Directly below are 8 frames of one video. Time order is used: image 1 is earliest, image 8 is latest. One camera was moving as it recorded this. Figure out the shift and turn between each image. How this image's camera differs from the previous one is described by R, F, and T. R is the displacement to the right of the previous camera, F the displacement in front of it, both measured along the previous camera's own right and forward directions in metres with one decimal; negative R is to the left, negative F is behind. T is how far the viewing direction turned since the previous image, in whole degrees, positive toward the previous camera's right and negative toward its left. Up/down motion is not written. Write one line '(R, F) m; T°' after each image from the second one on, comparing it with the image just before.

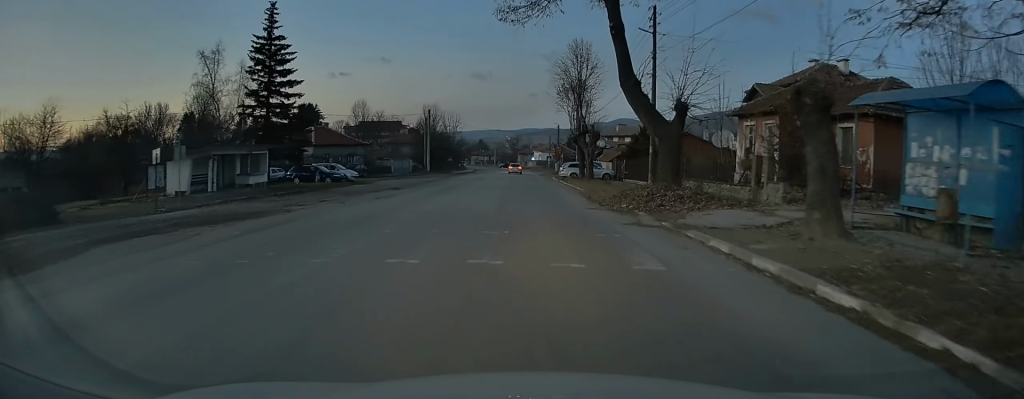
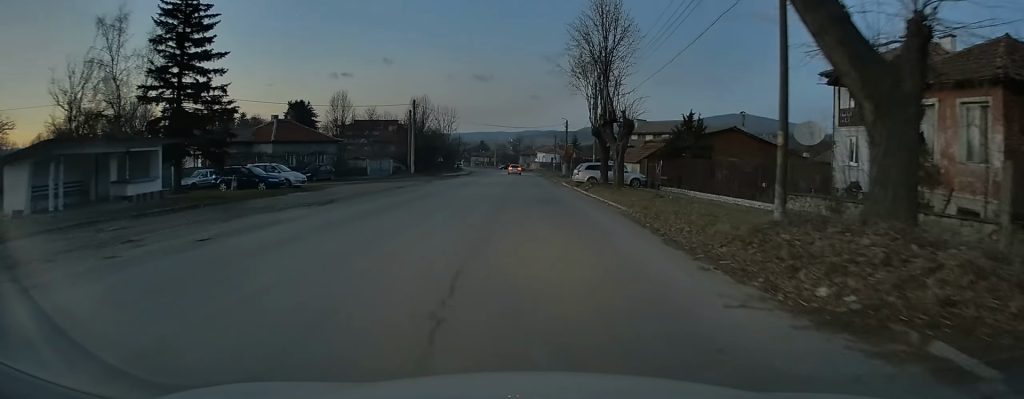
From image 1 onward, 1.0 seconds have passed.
(+0.1, +13.1) m; 0°
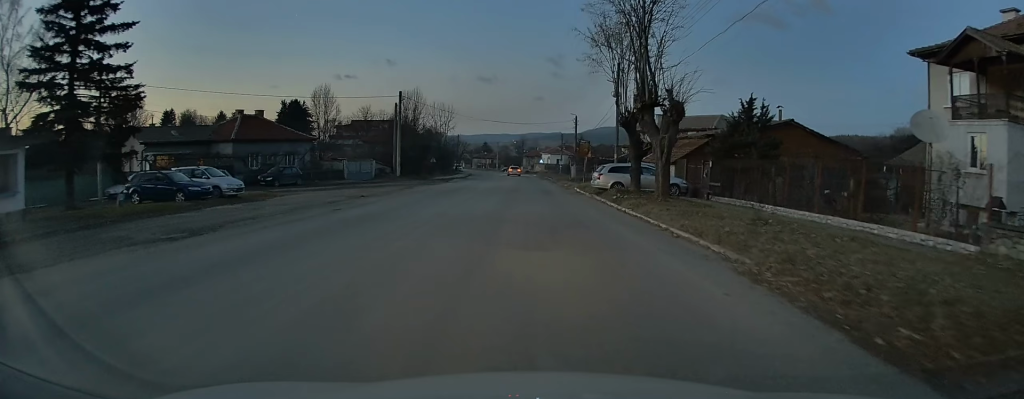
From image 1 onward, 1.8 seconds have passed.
(0.0, +9.7) m; 0°
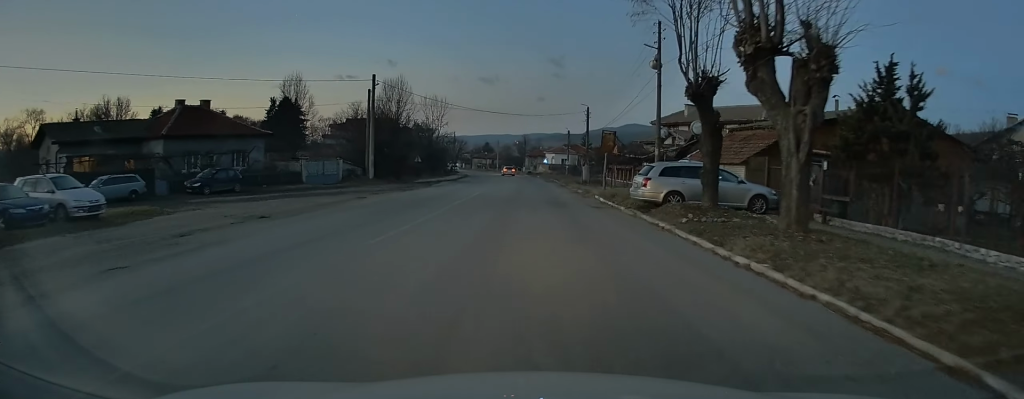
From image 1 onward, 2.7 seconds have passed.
(-0.1, +11.5) m; -1°
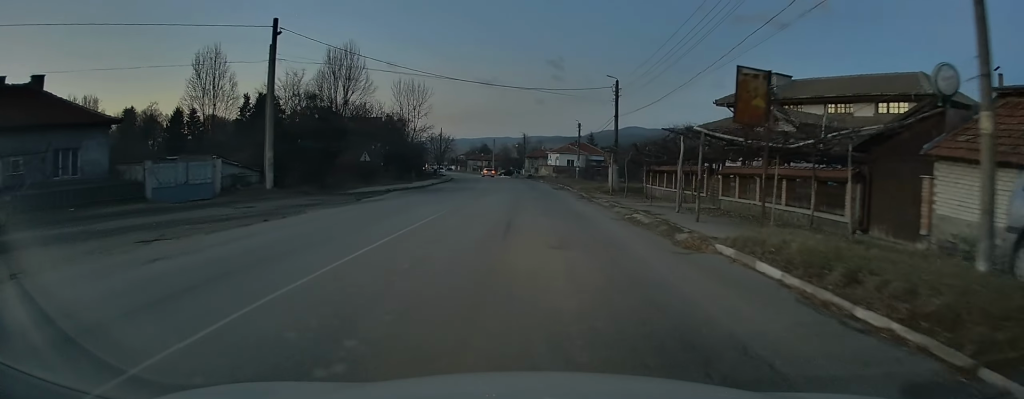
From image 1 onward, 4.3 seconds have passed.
(0.0, +20.2) m; 0°
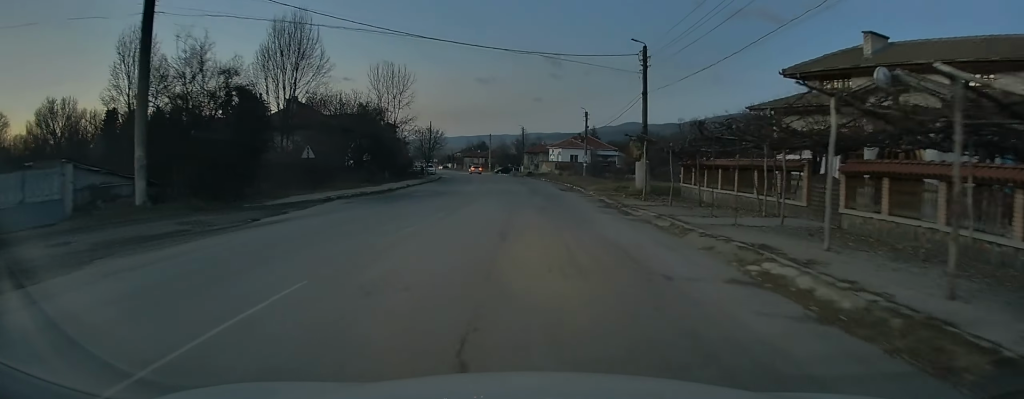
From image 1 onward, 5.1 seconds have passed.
(+0.1, +10.8) m; +1°
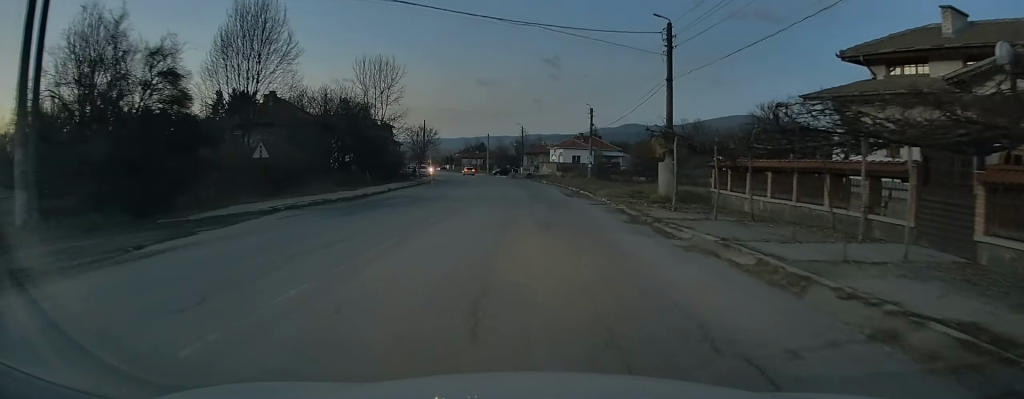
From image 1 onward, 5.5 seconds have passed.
(0.0, +5.6) m; 0°
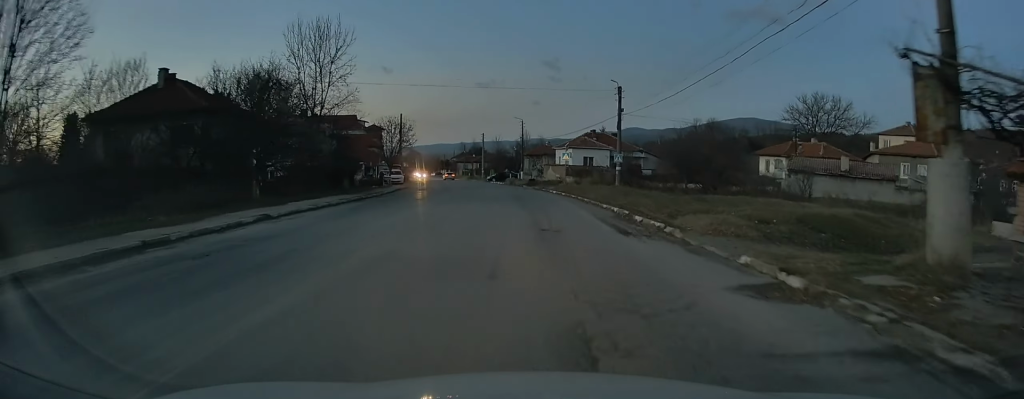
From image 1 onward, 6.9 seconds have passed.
(-0.3, +18.3) m; -2°
